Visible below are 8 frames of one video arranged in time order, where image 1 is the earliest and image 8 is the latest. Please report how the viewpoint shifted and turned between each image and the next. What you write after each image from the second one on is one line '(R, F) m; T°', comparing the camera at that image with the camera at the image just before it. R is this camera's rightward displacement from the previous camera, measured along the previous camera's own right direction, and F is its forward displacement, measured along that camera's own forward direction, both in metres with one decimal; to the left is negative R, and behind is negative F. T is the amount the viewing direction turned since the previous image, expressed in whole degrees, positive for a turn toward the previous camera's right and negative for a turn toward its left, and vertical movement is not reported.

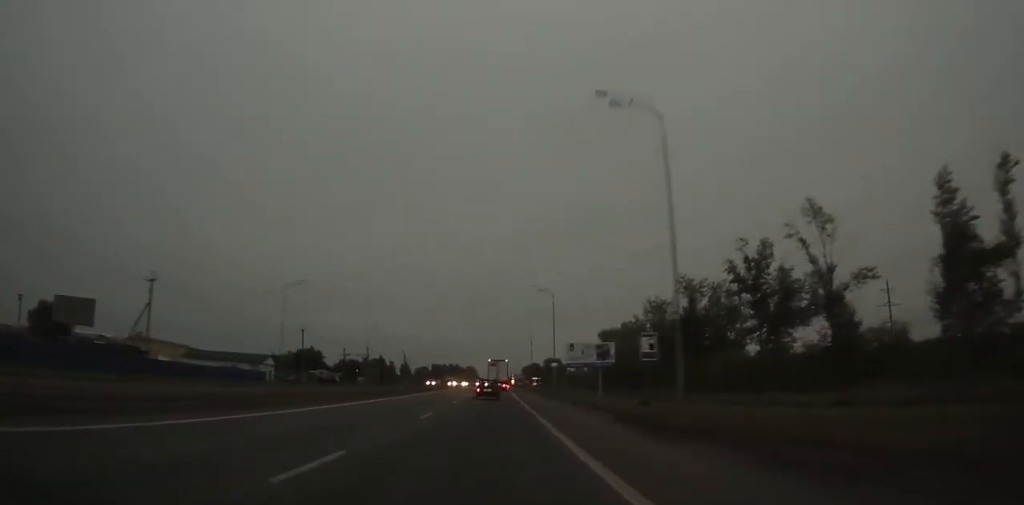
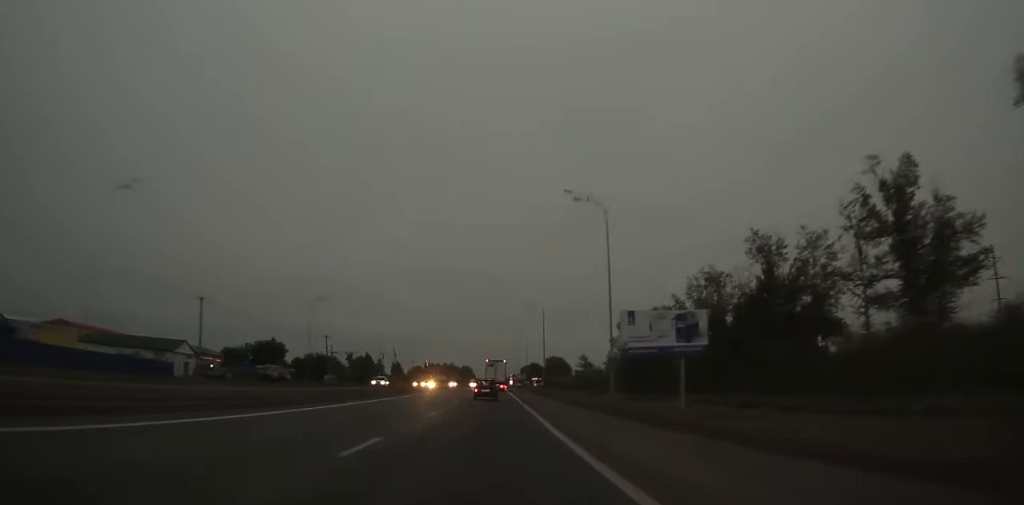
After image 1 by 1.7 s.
(-0.1, +32.6) m; 0°
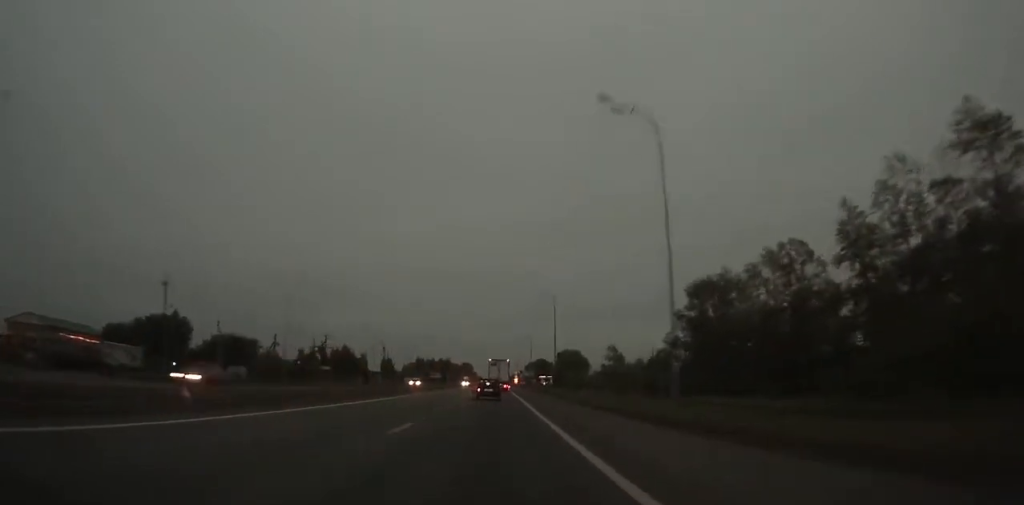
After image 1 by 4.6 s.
(-0.2, +55.7) m; 0°
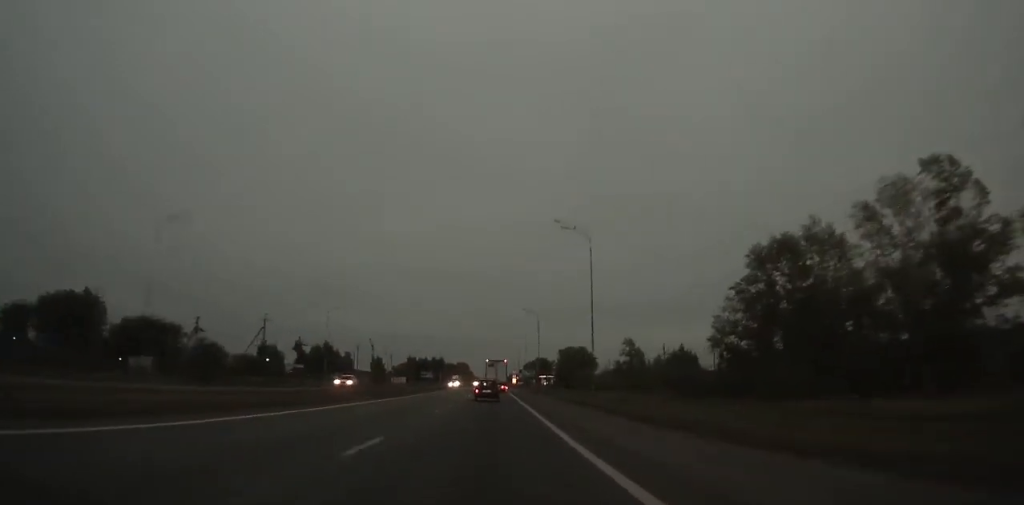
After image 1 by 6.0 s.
(-0.1, +26.9) m; 0°
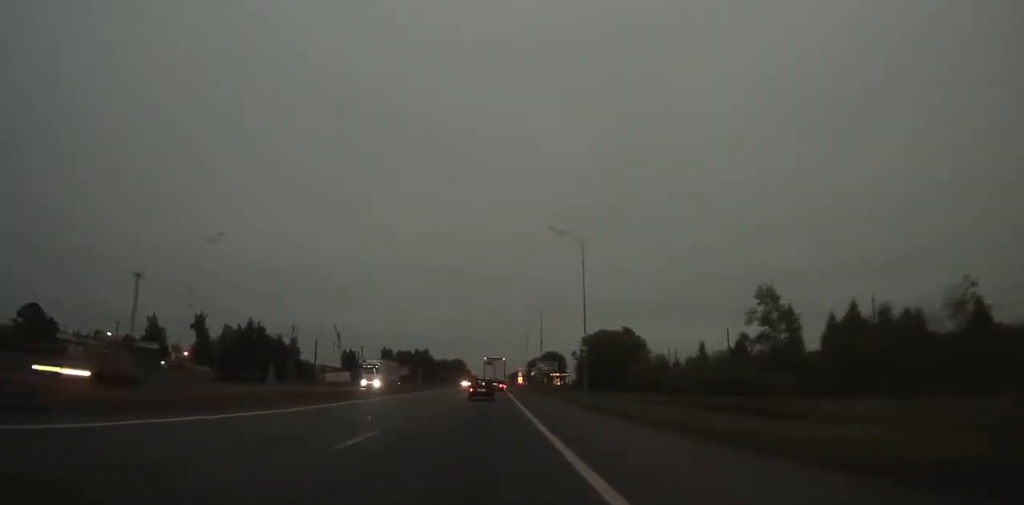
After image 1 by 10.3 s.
(+0.1, +82.8) m; 0°
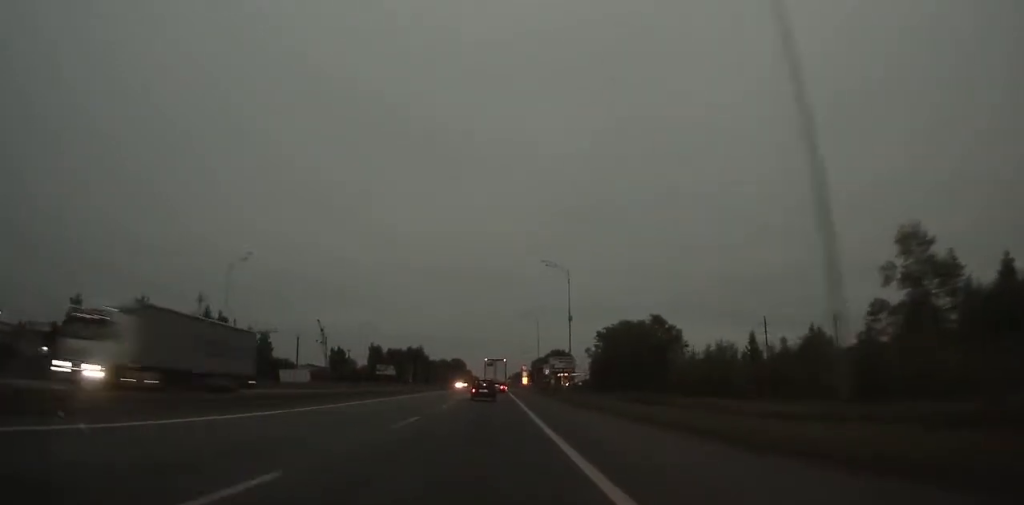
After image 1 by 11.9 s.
(0.0, +30.7) m; 0°
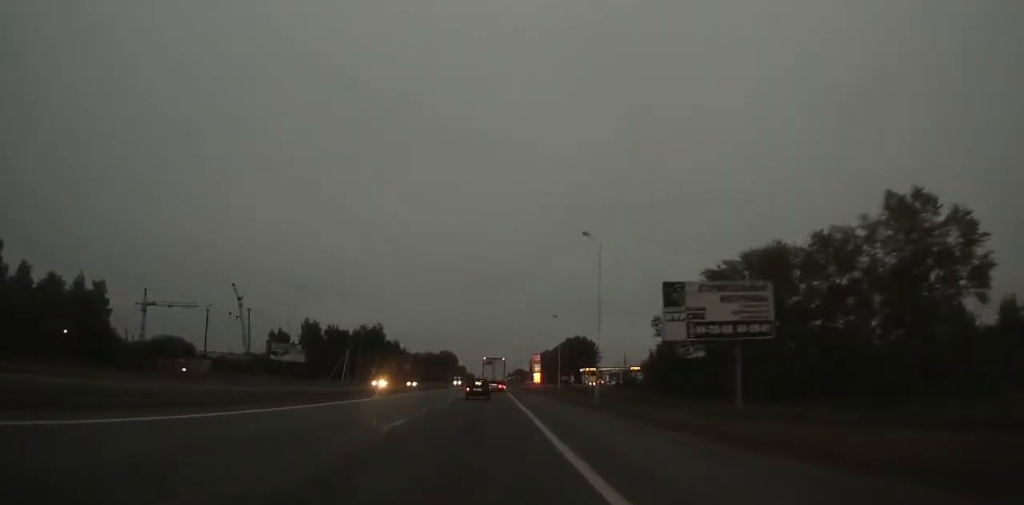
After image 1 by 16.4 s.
(-0.1, +86.3) m; 0°
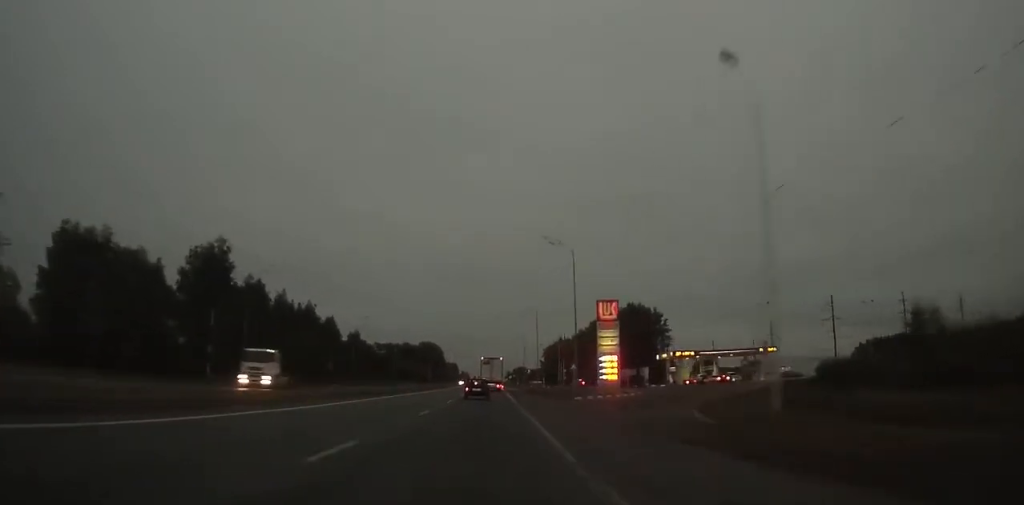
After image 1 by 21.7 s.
(+0.5, +102.3) m; 0°
